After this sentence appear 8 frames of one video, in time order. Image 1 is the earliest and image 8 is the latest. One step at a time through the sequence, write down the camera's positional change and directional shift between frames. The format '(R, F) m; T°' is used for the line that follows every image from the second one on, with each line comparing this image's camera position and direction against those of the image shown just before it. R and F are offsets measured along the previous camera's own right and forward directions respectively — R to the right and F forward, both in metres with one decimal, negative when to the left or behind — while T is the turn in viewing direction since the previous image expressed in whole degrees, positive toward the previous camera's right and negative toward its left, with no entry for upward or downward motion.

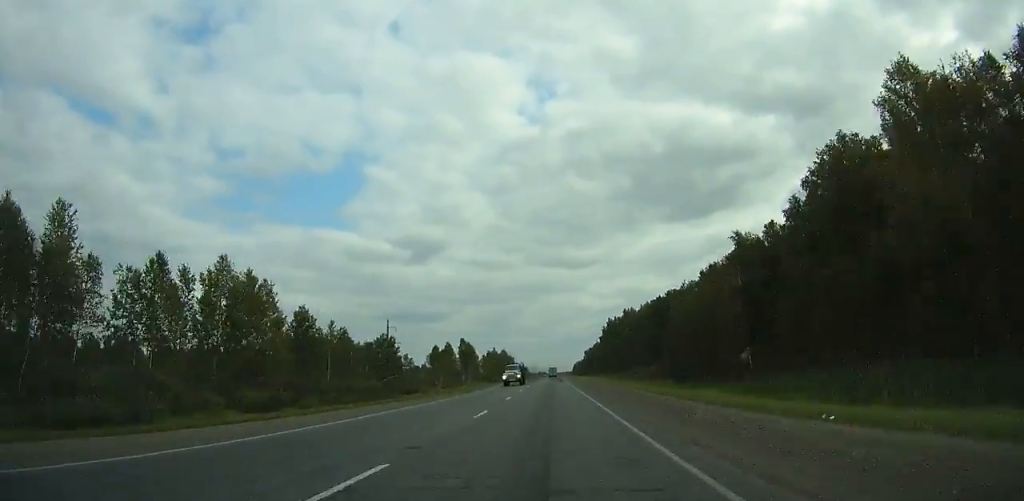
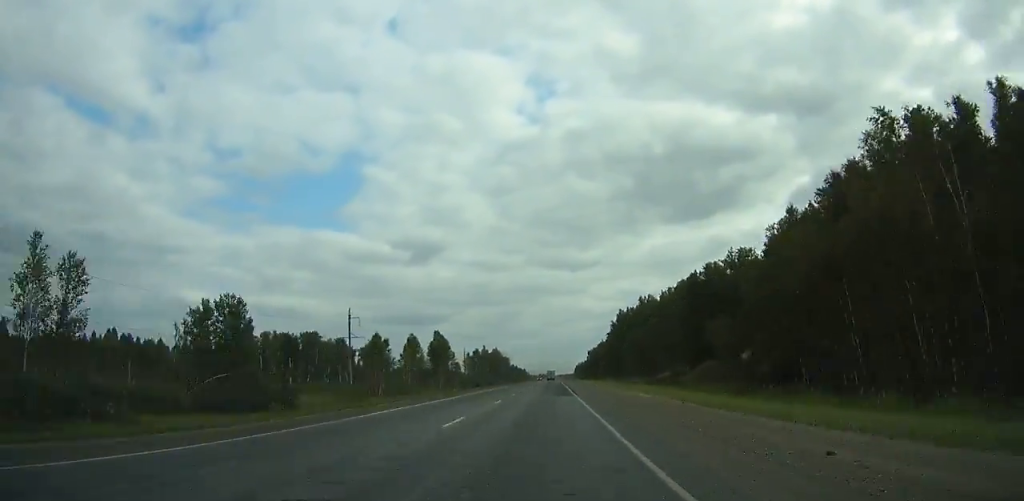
(0.0, +38.8) m; 0°
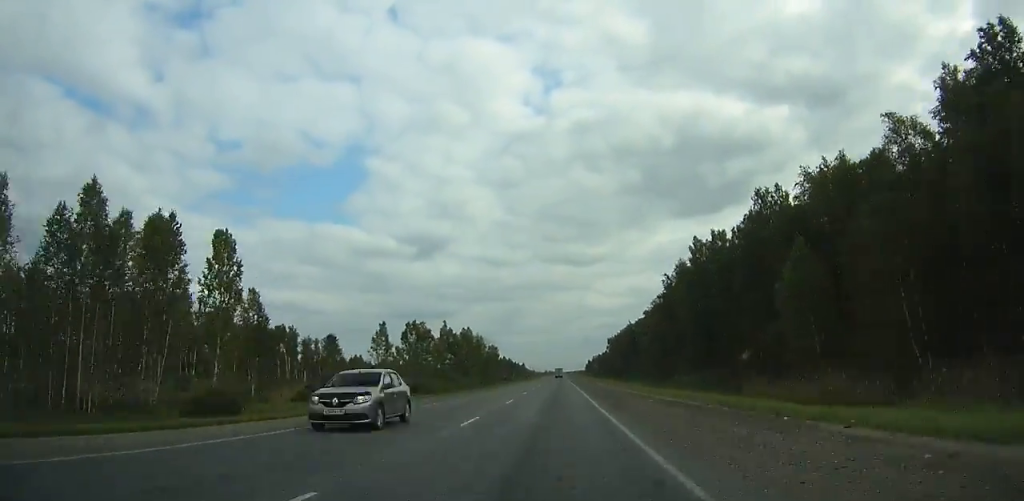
(-0.4, +96.5) m; 0°
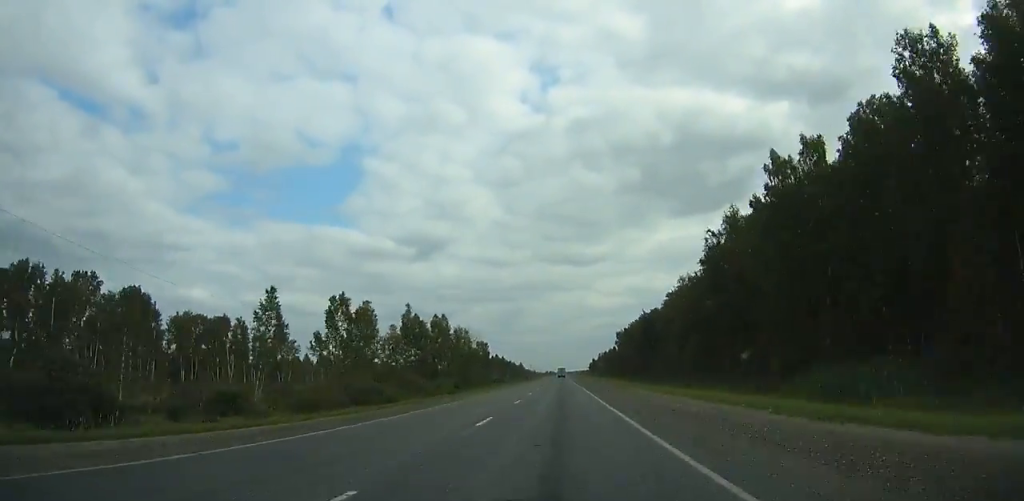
(-0.1, +34.9) m; 0°
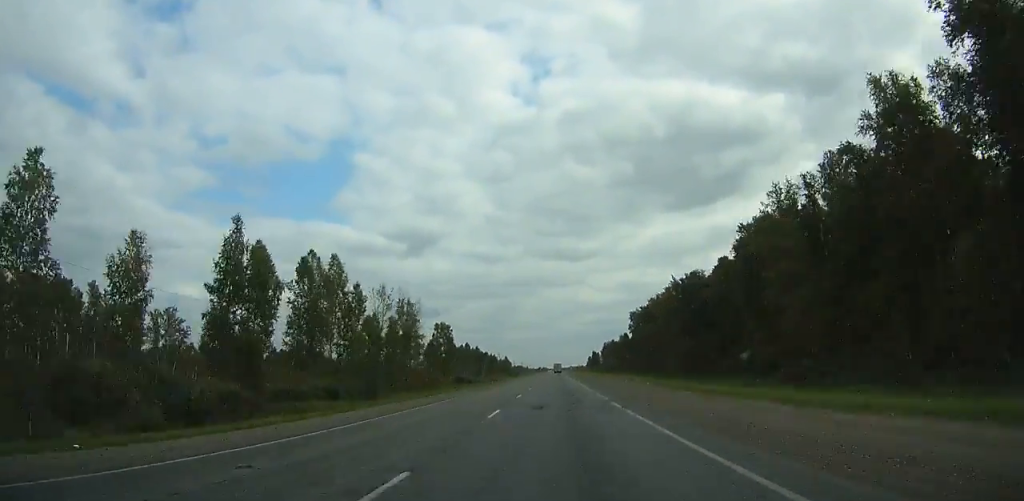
(-0.1, +58.6) m; 0°
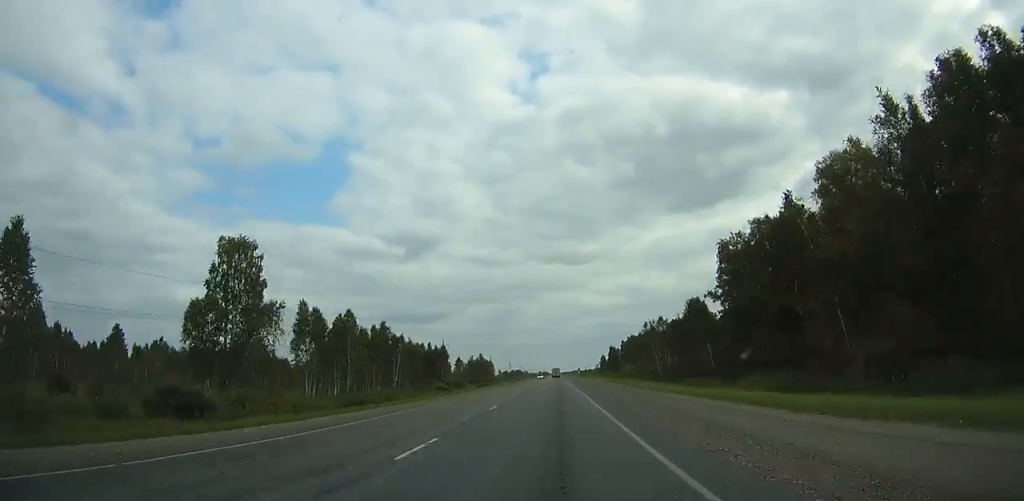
(+0.7, +89.8) m; +1°
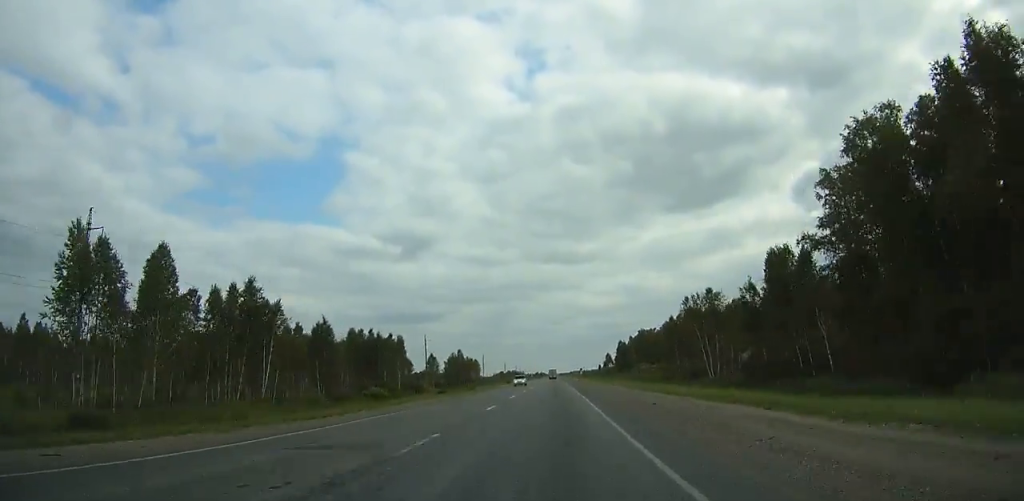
(0.0, +35.3) m; 0°
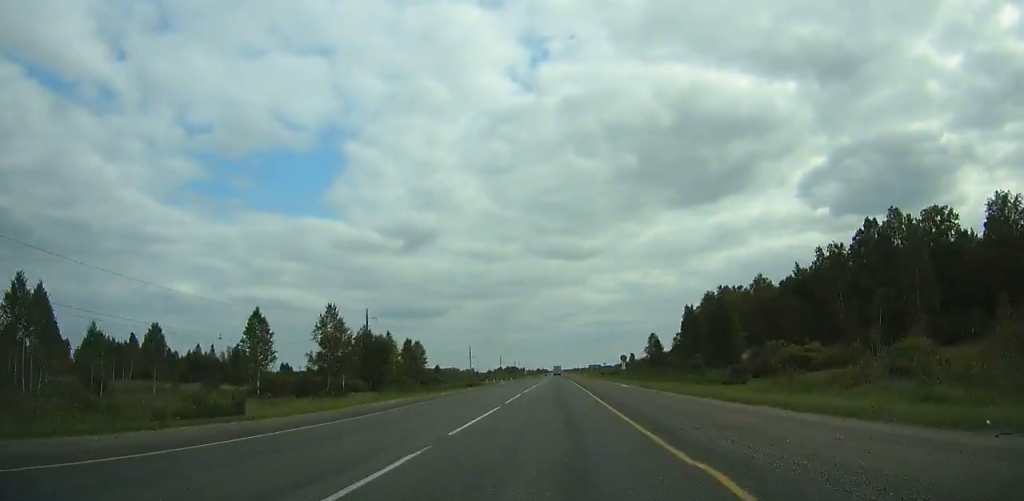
(-0.3, +88.0) m; 0°
